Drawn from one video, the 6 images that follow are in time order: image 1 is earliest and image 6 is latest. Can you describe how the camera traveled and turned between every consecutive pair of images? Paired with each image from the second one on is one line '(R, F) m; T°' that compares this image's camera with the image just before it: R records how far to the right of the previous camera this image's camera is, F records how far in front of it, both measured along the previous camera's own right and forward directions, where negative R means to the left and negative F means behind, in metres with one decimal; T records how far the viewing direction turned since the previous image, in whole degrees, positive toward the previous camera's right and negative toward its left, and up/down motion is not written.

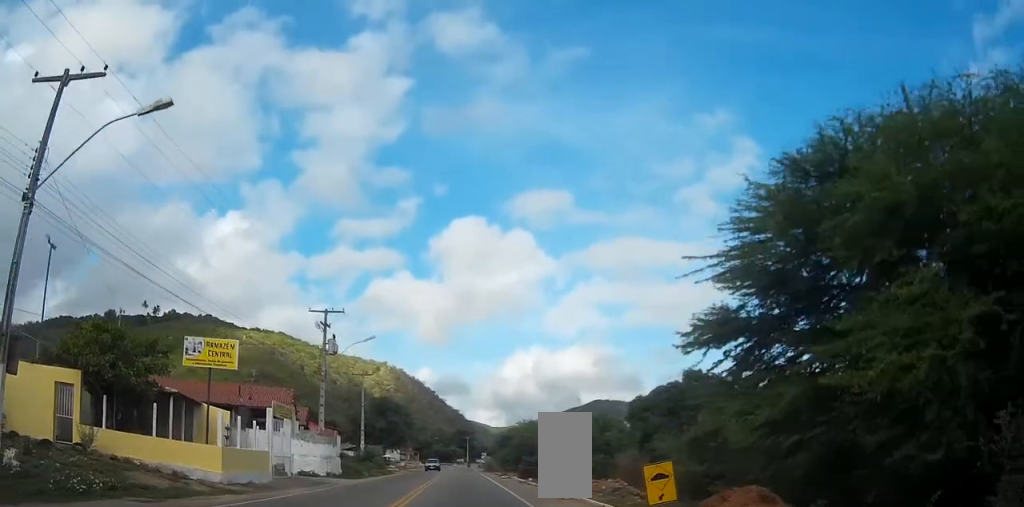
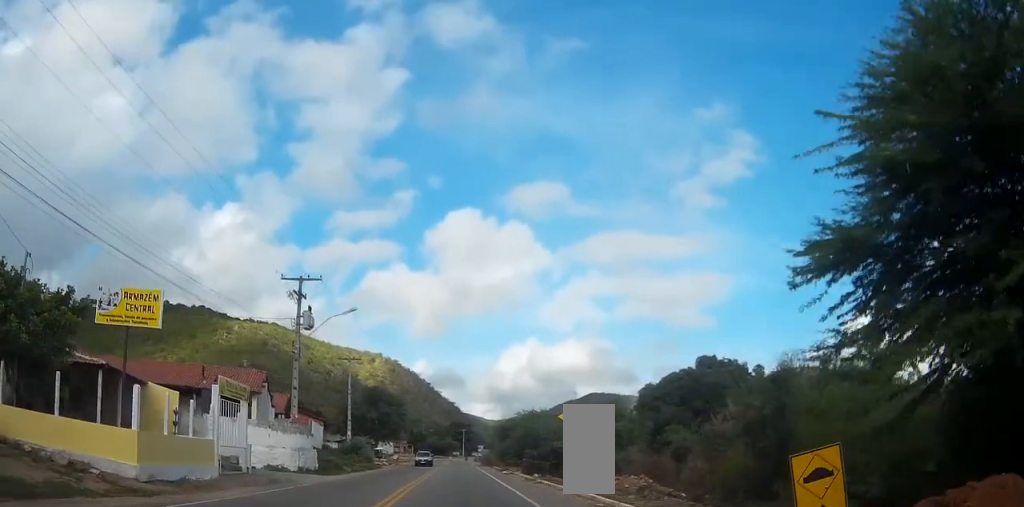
(0.0, +6.1) m; 0°
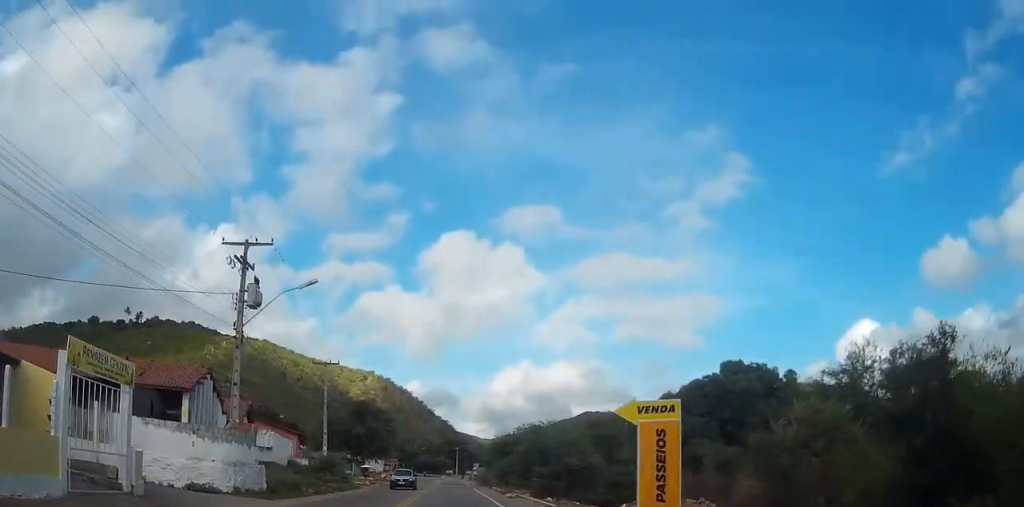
(-0.1, +11.0) m; -1°
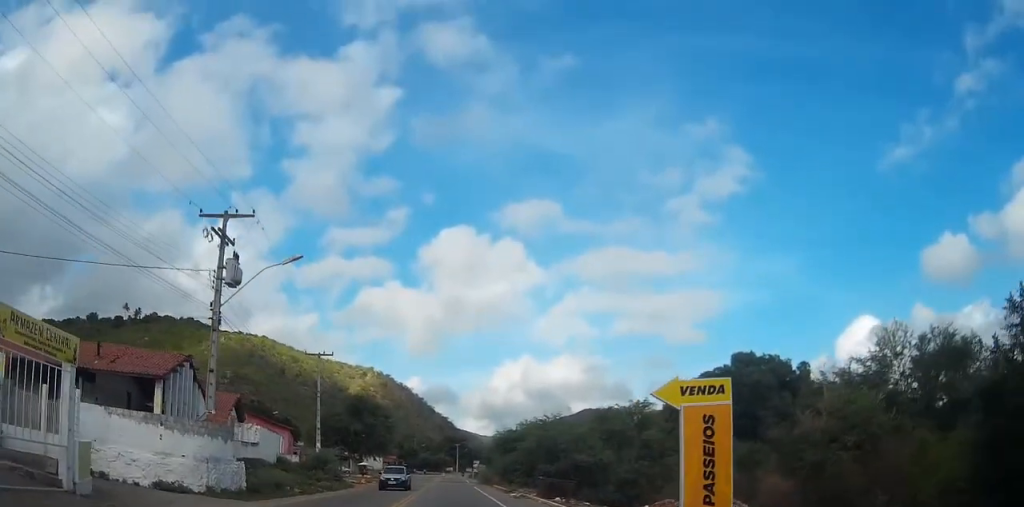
(0.0, +3.4) m; 0°
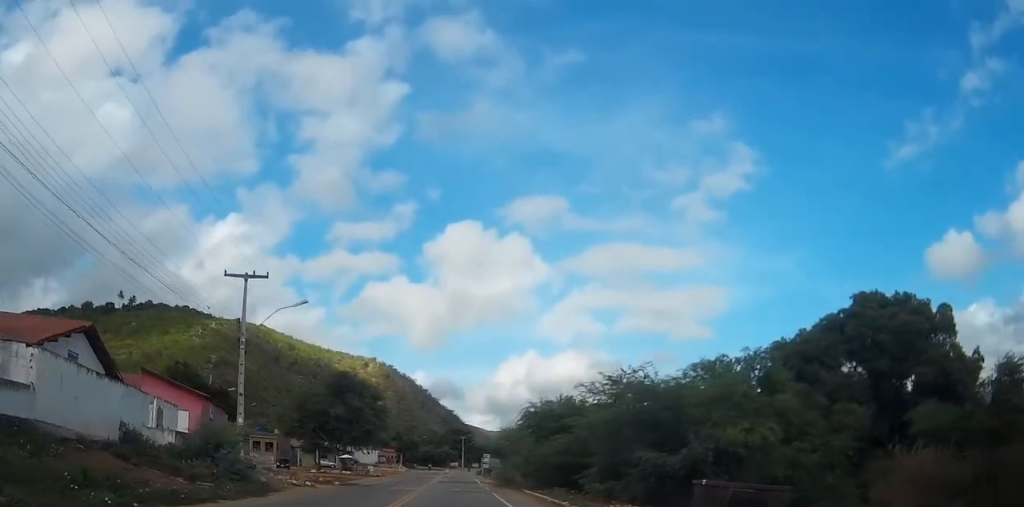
(+0.5, +24.8) m; +1°
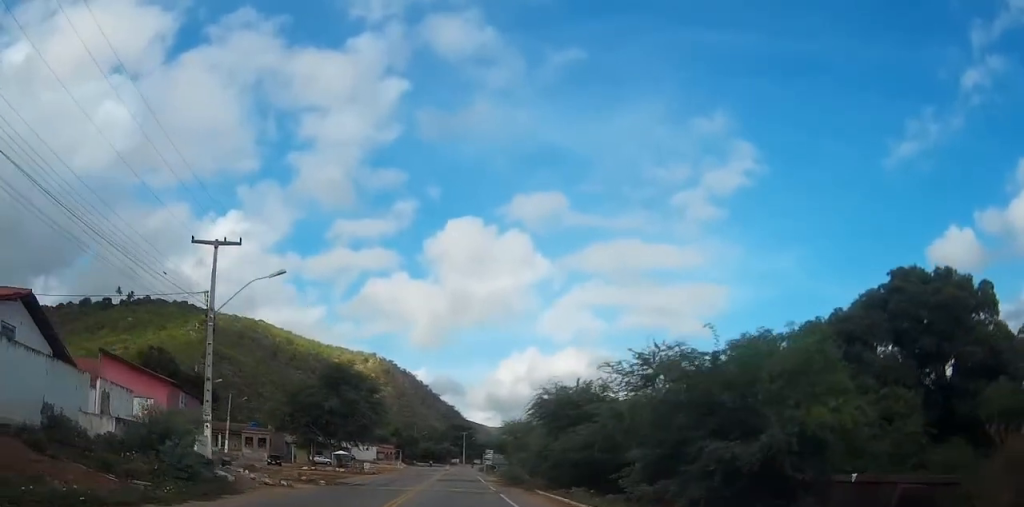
(0.0, +5.3) m; 0°
